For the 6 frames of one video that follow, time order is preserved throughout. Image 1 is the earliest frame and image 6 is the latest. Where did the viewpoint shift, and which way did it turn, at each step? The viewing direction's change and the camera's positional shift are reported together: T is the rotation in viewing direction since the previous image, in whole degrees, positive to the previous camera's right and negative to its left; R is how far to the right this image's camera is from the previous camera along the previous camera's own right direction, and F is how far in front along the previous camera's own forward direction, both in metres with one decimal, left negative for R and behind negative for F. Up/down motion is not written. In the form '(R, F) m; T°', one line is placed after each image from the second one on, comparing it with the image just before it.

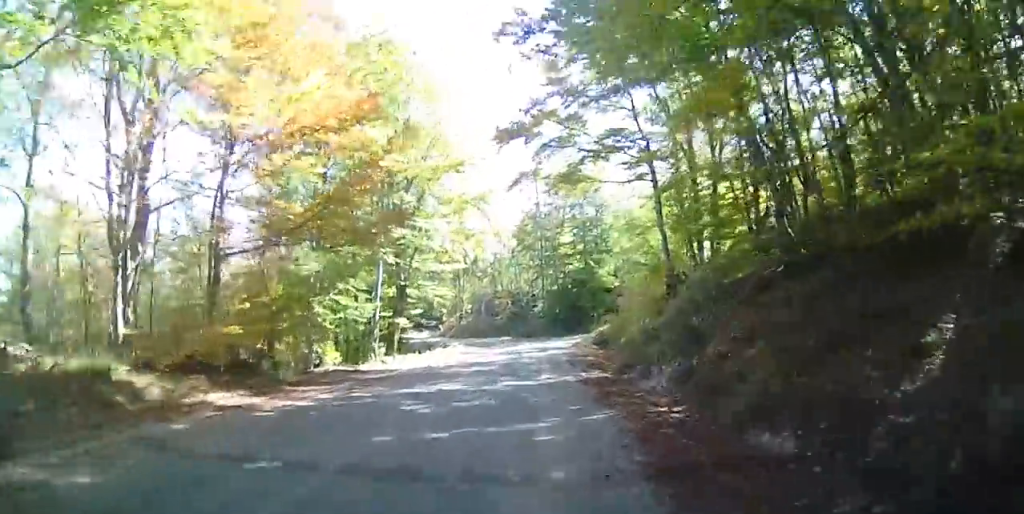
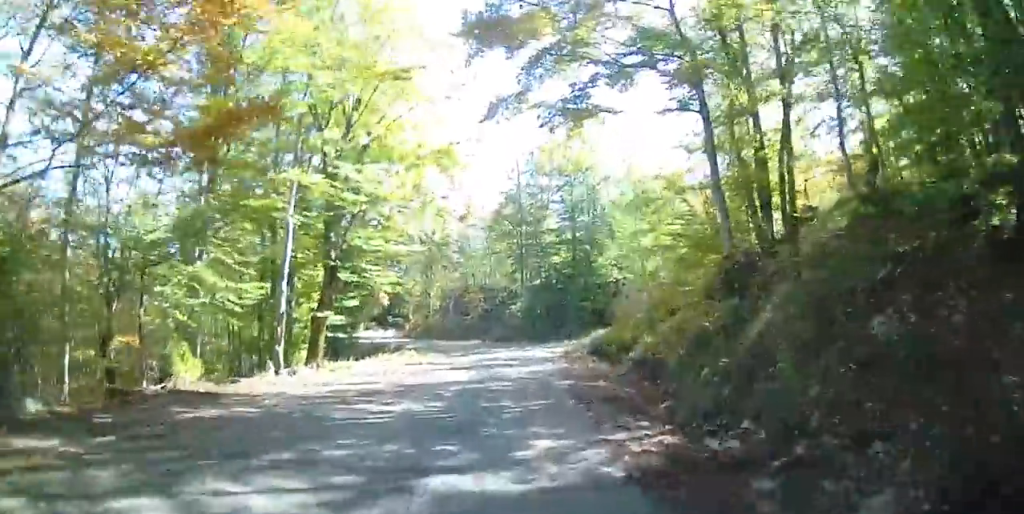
(+0.2, +6.8) m; 0°
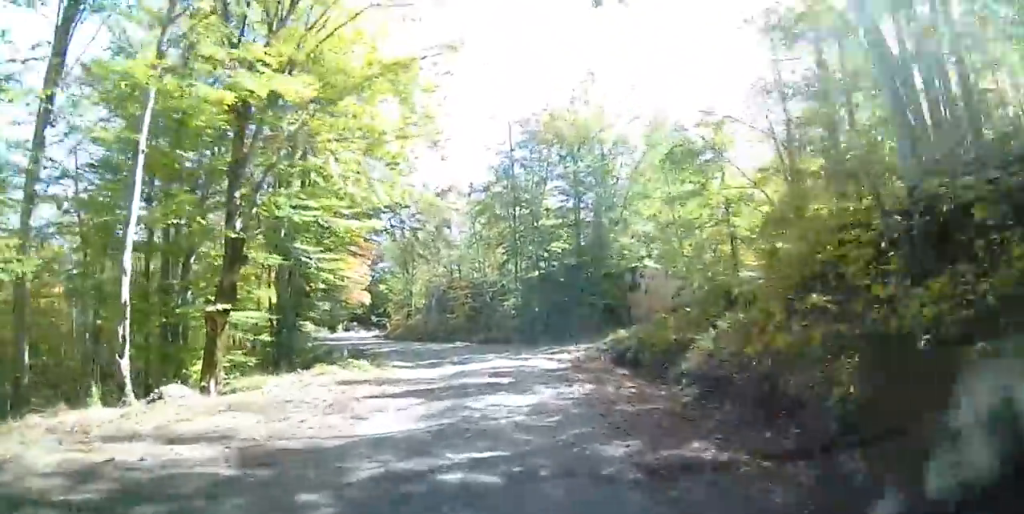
(-0.1, +6.4) m; +4°
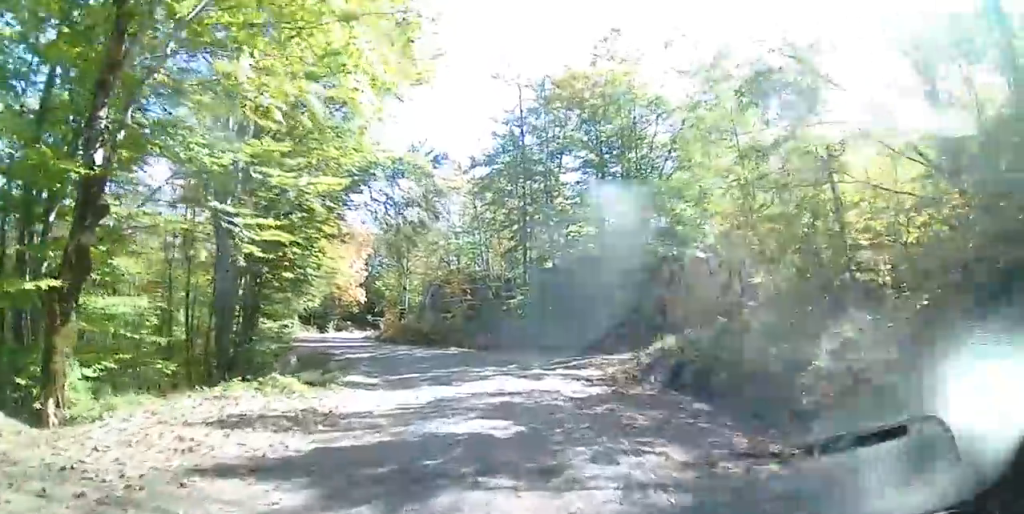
(+0.4, +5.4) m; +1°
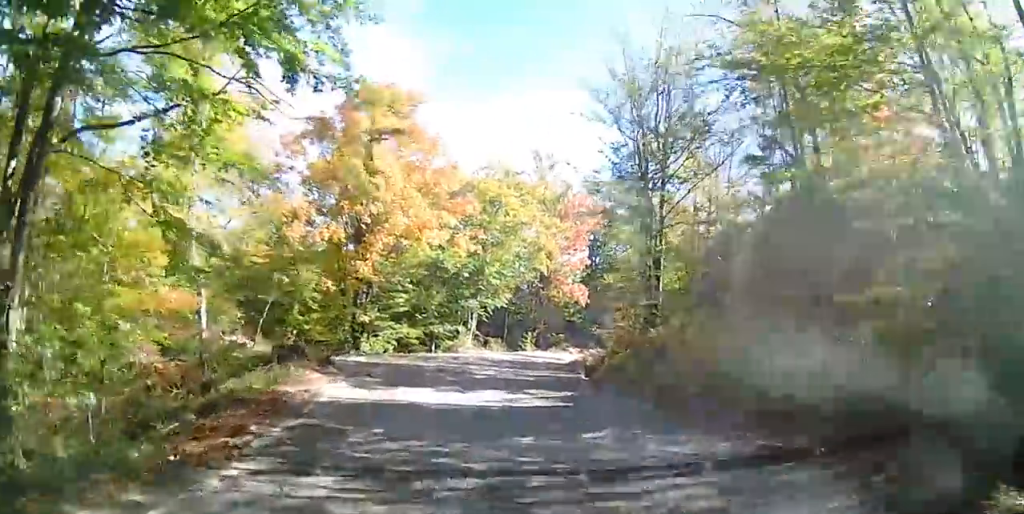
(-5.0, +23.0) m; -21°
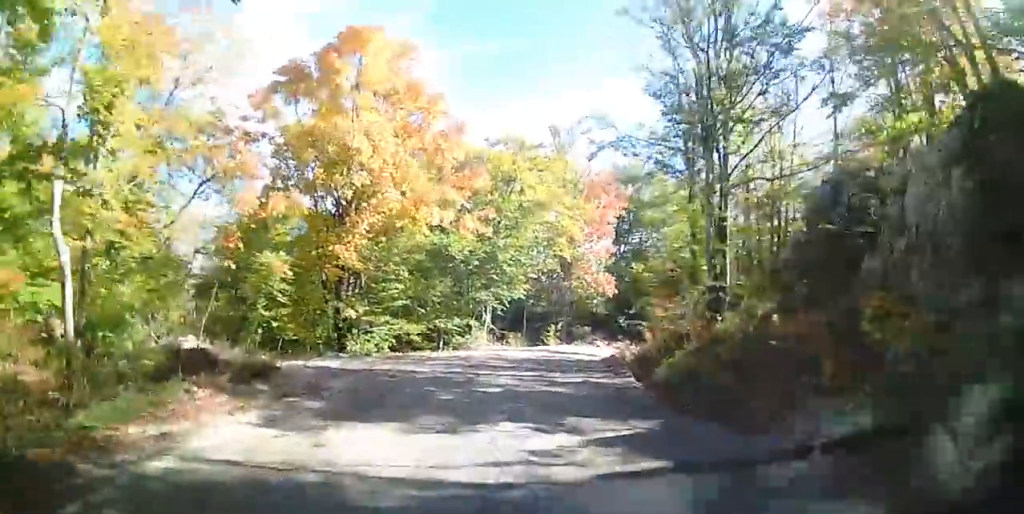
(-0.1, +5.2) m; 0°
